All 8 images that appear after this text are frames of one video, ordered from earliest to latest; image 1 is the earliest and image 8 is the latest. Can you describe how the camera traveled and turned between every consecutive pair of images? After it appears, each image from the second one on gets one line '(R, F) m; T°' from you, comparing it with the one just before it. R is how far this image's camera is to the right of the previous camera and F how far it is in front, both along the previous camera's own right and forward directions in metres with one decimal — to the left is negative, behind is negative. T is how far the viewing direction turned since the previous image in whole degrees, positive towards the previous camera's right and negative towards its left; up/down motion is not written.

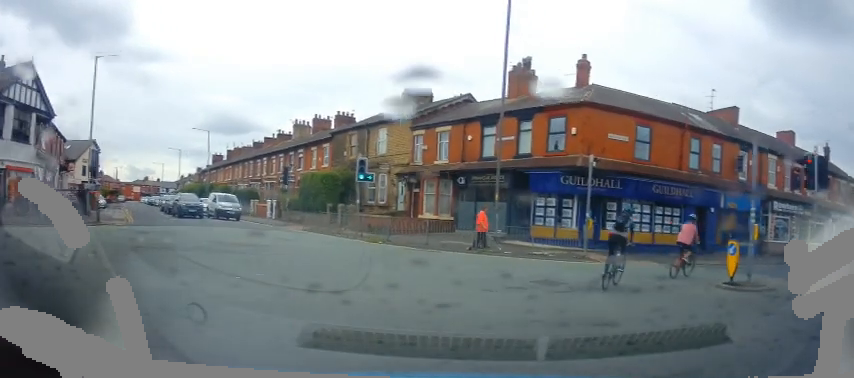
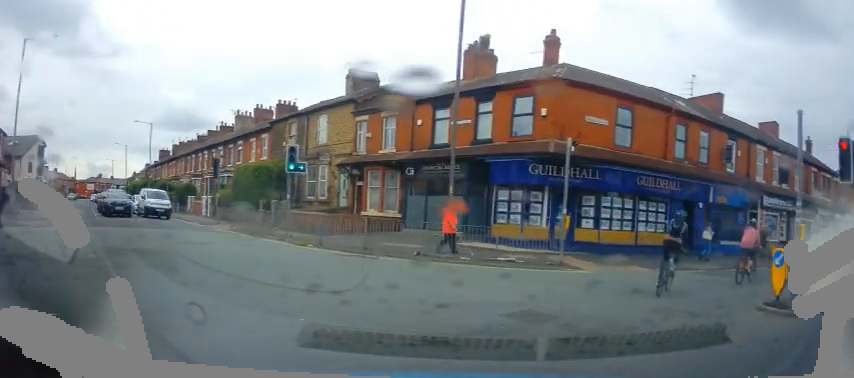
(+0.3, +3.5) m; +9°
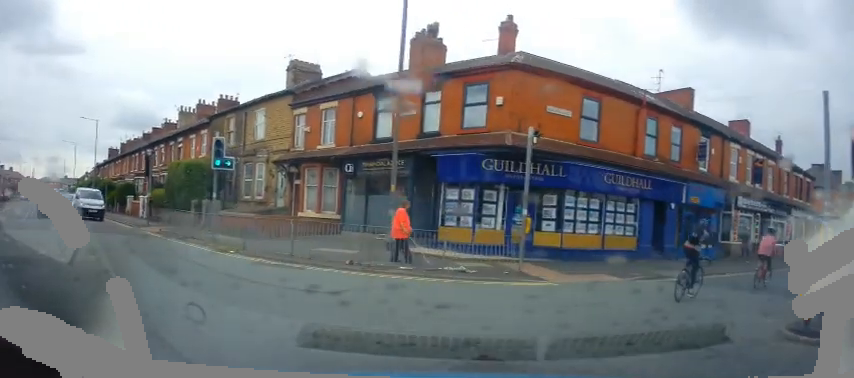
(+0.1, +2.1) m; +7°
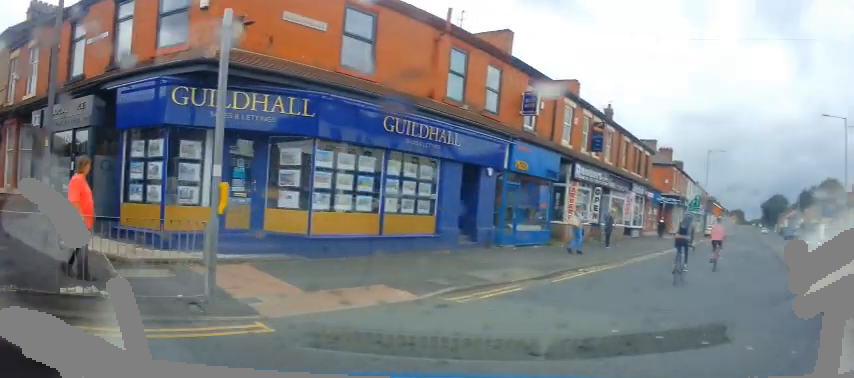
(+1.3, +6.6) m; +31°
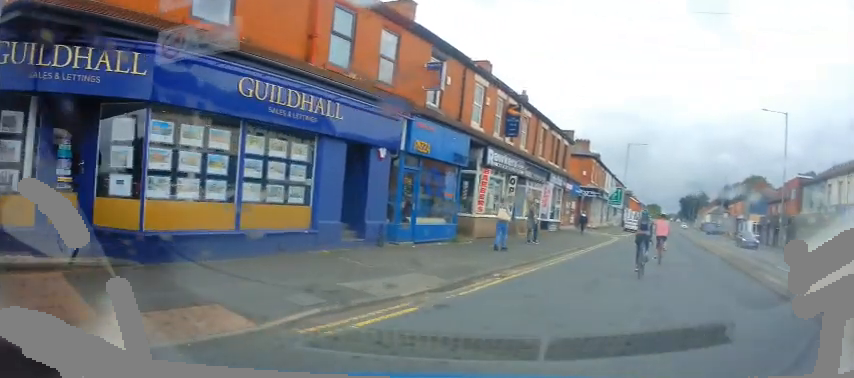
(+0.5, +2.8) m; +8°
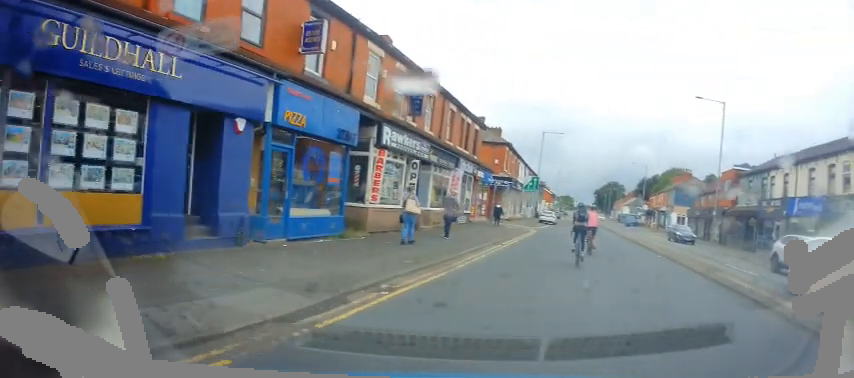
(+0.2, +2.7) m; +7°
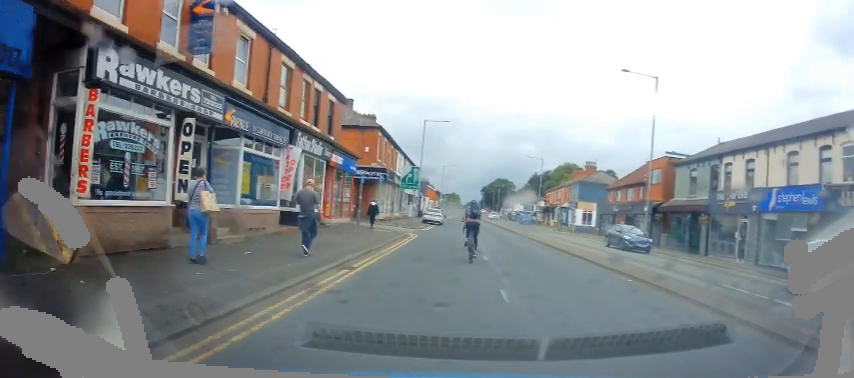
(+0.5, +8.2) m; +7°
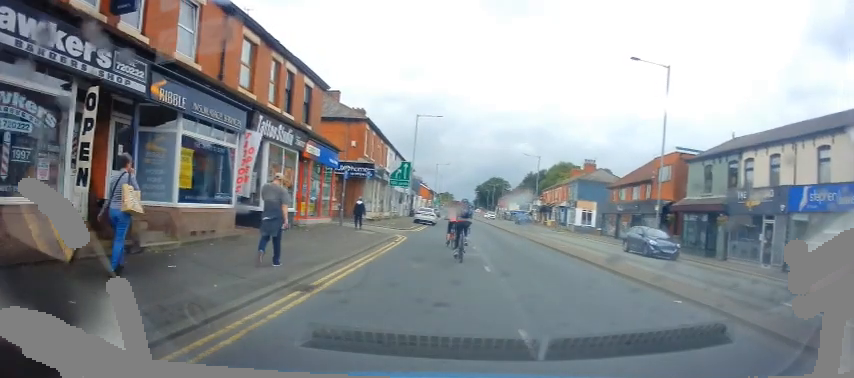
(-0.1, +2.8) m; +3°
